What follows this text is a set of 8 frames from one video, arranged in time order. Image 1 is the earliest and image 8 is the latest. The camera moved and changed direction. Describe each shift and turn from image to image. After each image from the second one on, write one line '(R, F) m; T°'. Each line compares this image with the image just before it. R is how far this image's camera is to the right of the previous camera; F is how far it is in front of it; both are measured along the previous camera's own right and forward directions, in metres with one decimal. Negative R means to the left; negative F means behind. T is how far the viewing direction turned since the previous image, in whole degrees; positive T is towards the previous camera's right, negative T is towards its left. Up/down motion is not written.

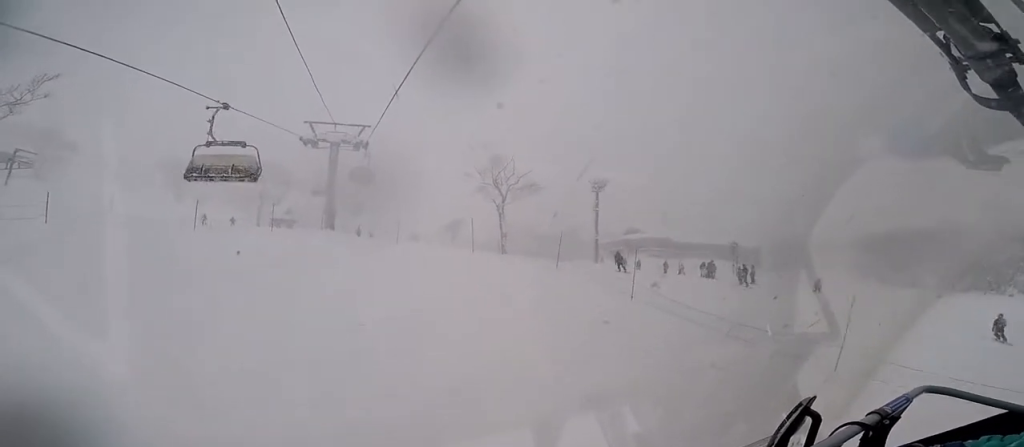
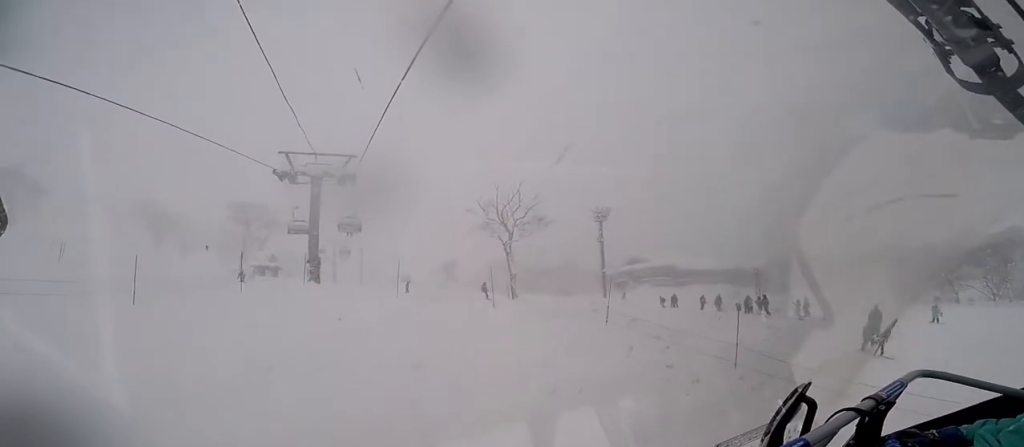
(0.0, +5.3) m; 0°
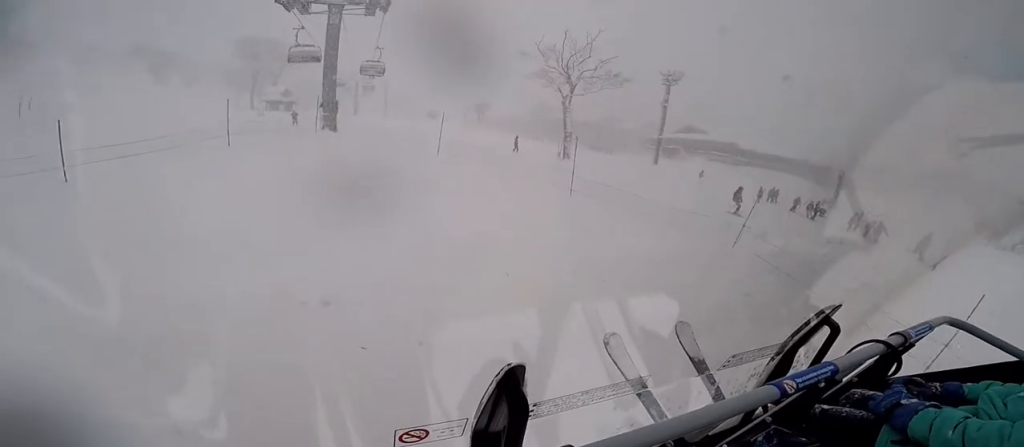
(0.0, +6.2) m; +1°
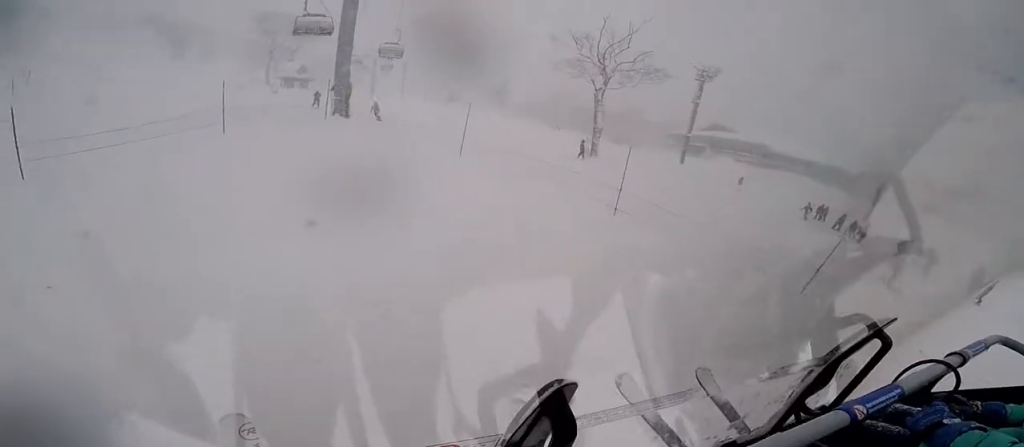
(0.0, +2.3) m; 0°
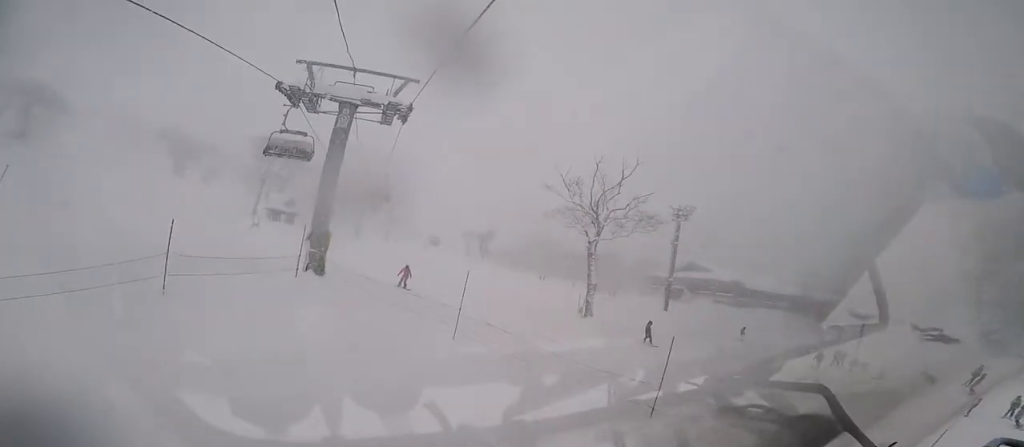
(0.0, +3.0) m; 0°
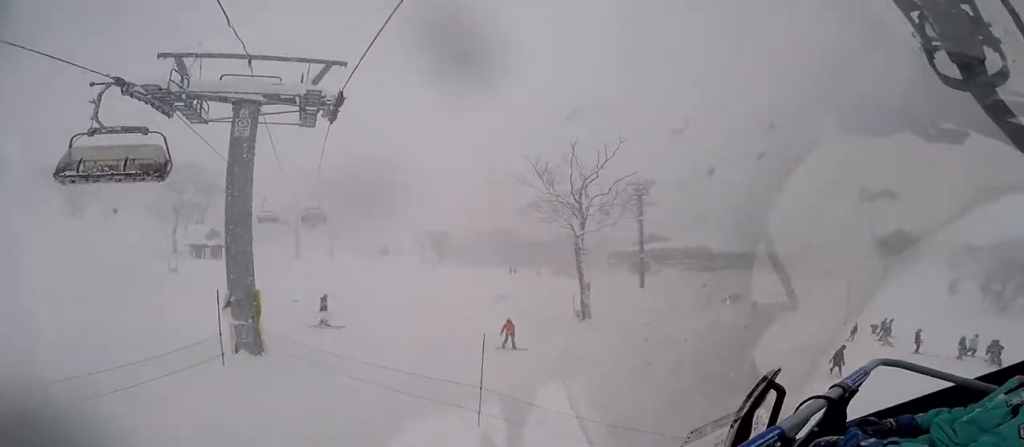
(0.0, +4.8) m; 0°
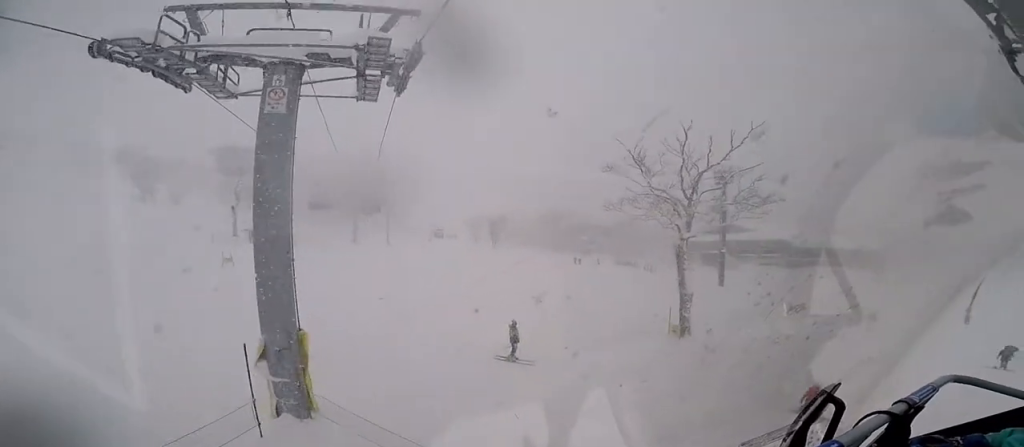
(0.0, +4.4) m; -2°
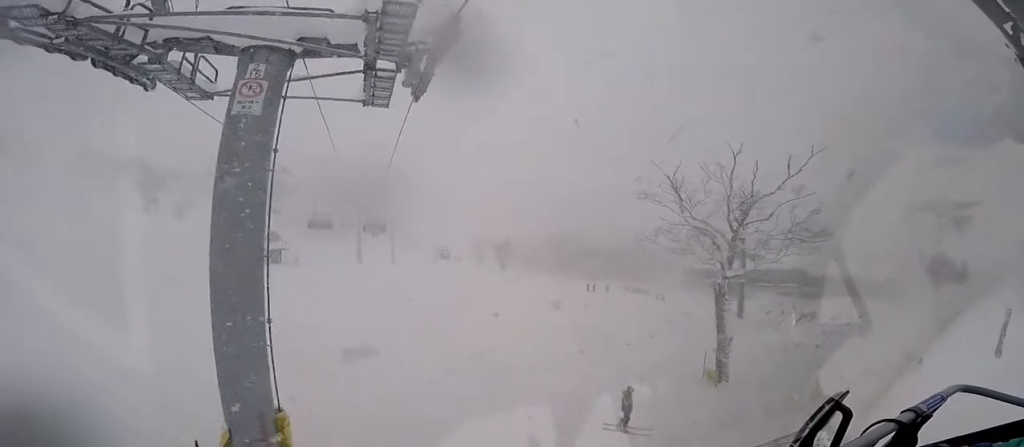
(0.0, +2.4) m; -3°
